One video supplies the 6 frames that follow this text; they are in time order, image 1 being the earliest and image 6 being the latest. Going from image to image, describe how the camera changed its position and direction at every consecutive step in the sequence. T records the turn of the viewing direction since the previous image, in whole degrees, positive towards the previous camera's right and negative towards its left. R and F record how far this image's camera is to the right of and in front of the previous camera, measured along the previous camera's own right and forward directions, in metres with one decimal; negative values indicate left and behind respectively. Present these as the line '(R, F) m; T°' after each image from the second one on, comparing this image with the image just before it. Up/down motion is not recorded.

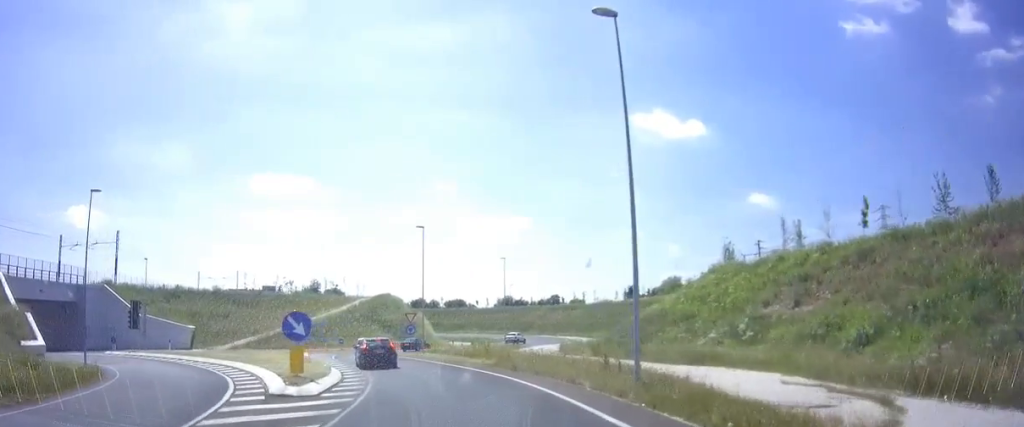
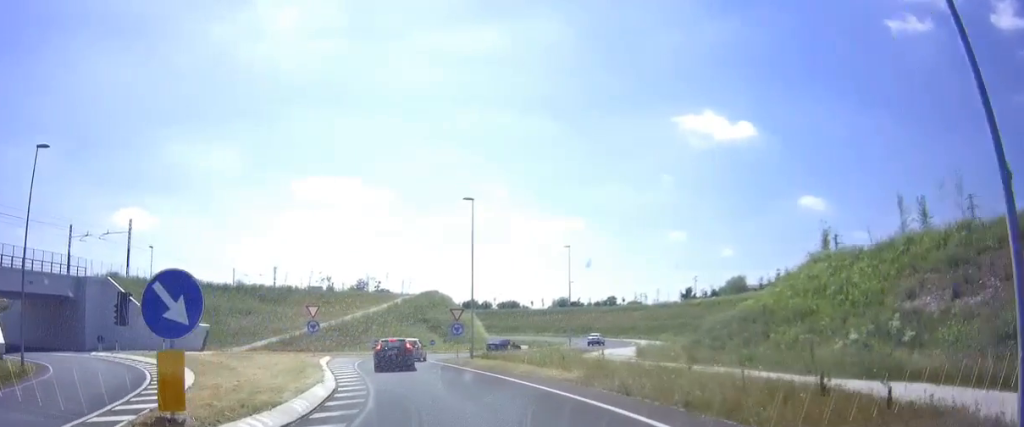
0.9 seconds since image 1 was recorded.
(-1.0, +9.9) m; -5°
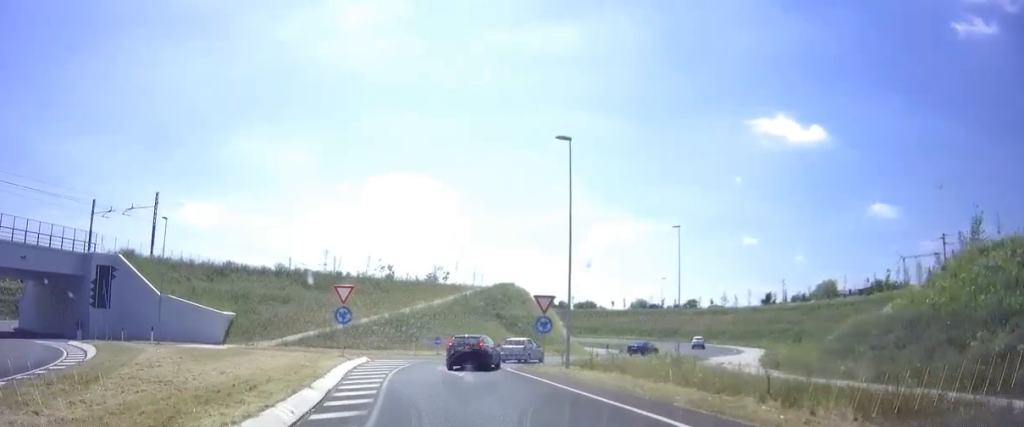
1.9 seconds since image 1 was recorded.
(-0.1, +10.5) m; -4°
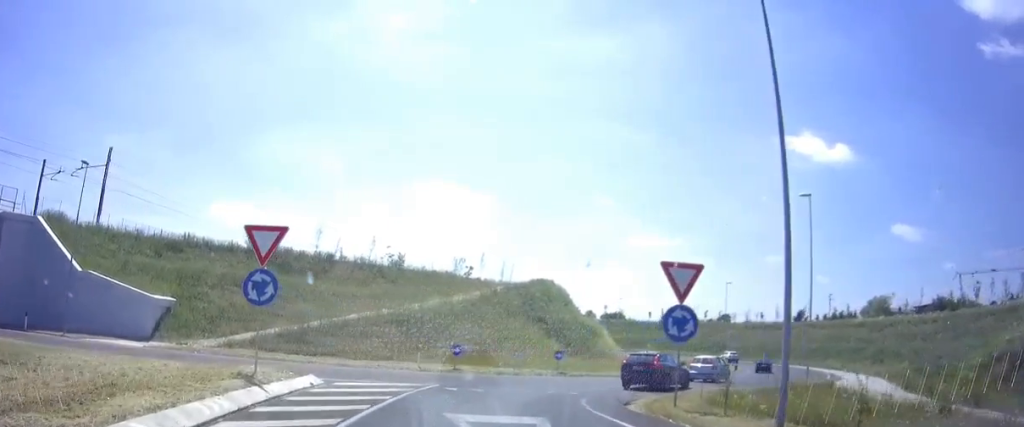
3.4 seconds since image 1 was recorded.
(-0.8, +14.1) m; -1°
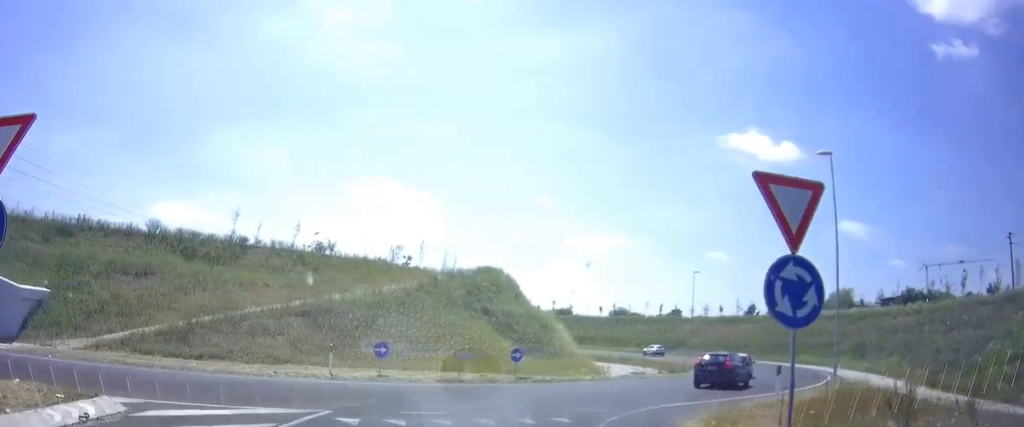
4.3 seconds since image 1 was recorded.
(+0.3, +7.5) m; +8°
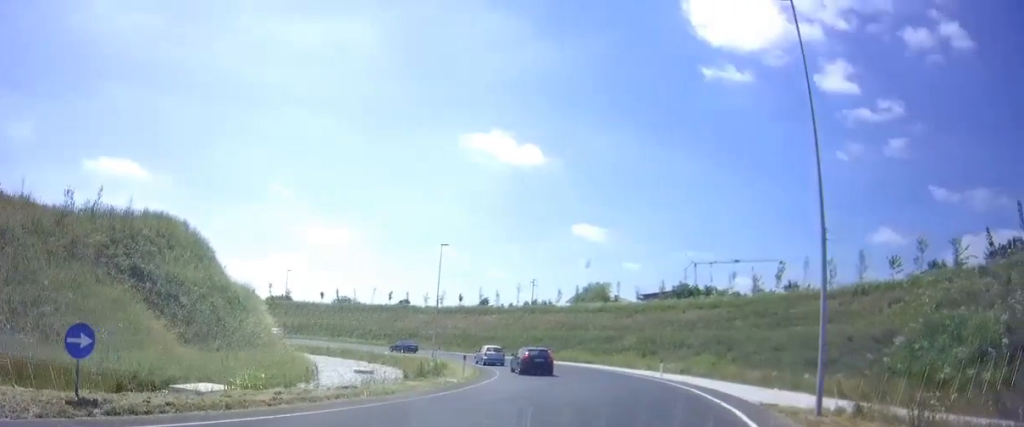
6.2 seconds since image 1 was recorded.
(+2.8, +14.5) m; +24°
